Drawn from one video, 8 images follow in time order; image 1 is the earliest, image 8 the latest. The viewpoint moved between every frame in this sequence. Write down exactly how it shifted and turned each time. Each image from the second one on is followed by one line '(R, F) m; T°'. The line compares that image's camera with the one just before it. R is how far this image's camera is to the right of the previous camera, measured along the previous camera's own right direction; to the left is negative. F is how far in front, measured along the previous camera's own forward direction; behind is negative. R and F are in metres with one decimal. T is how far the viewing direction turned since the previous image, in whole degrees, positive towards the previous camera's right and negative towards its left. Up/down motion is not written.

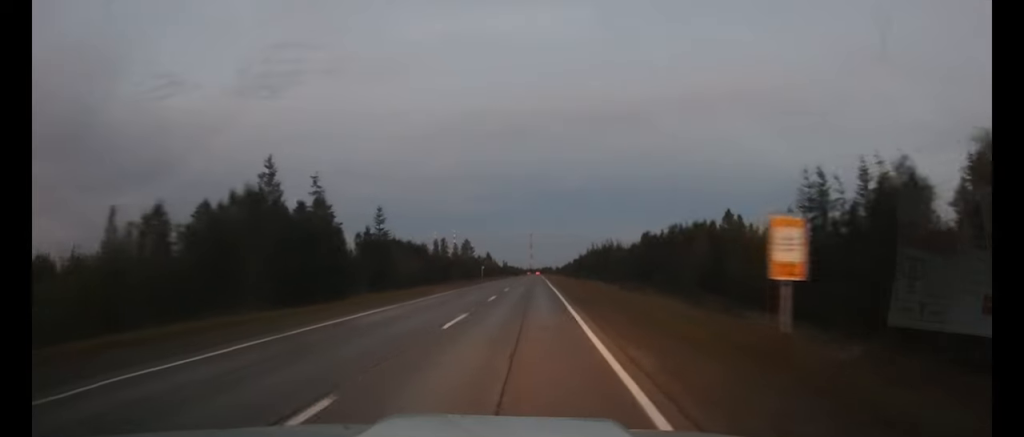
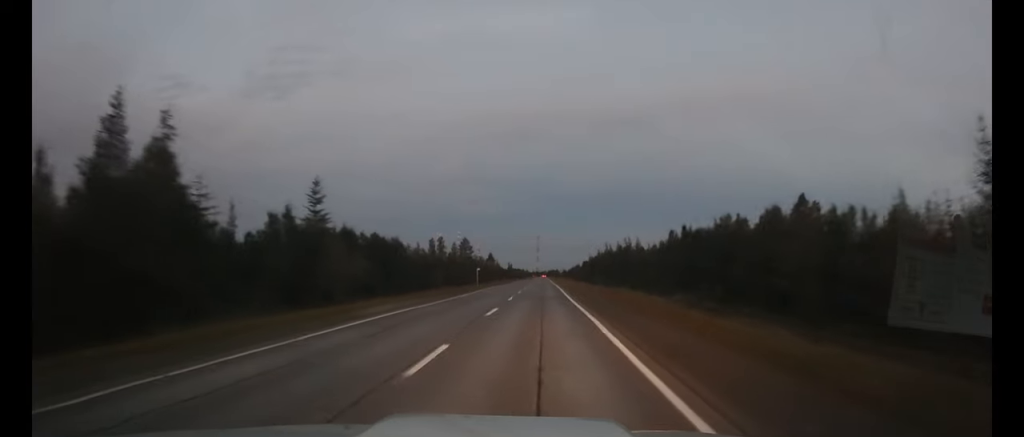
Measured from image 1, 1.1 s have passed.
(0.0, +19.1) m; 0°
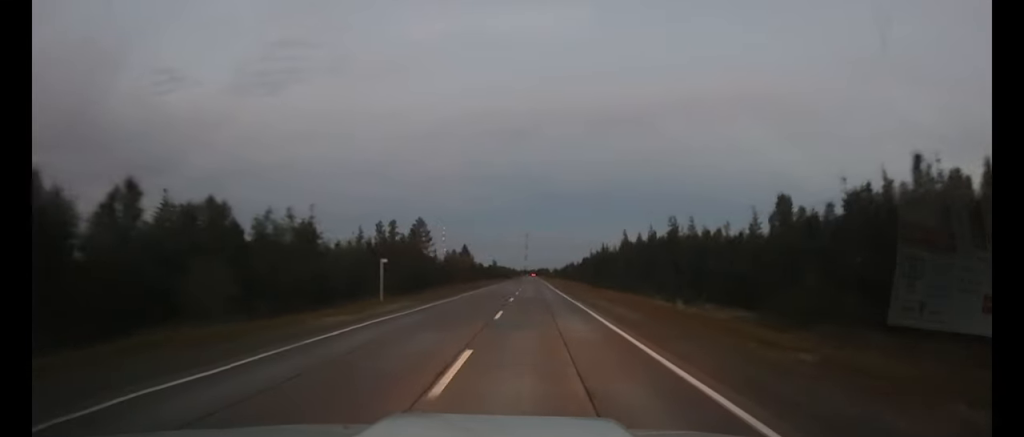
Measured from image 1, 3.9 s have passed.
(-0.1, +48.5) m; 0°
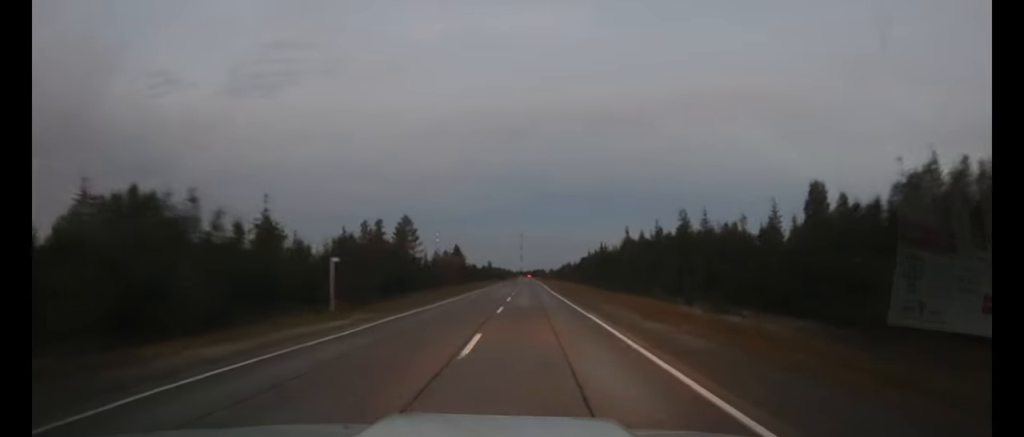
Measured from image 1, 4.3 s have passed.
(0.0, +7.7) m; 0°
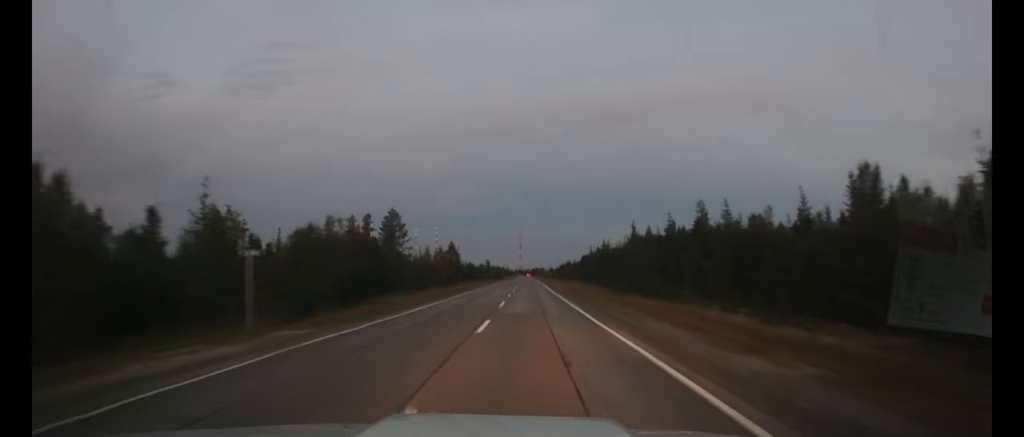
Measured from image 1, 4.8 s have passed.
(0.0, +7.8) m; 0°
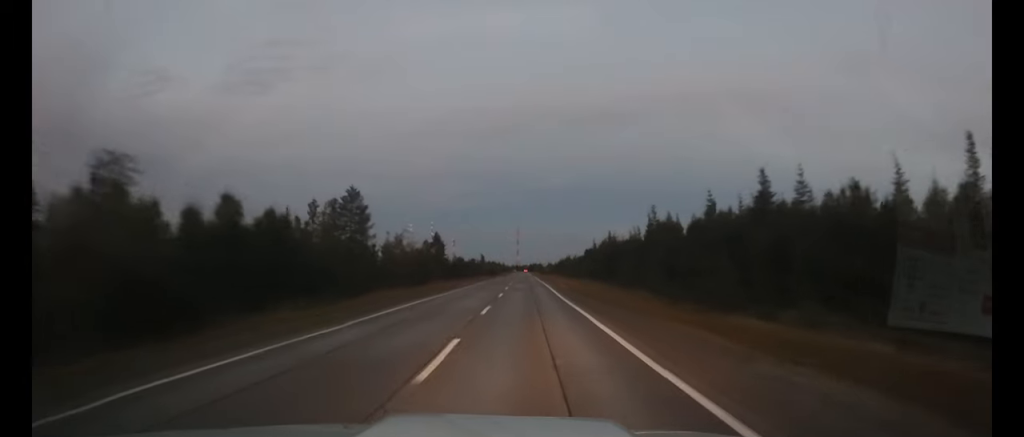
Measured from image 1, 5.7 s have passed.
(+0.1, +17.7) m; 0°
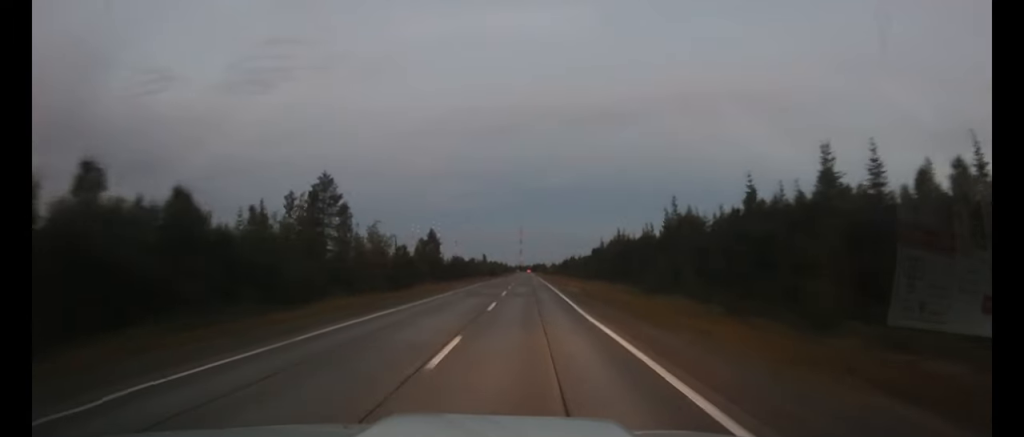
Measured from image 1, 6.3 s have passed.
(0.0, +10.0) m; 0°
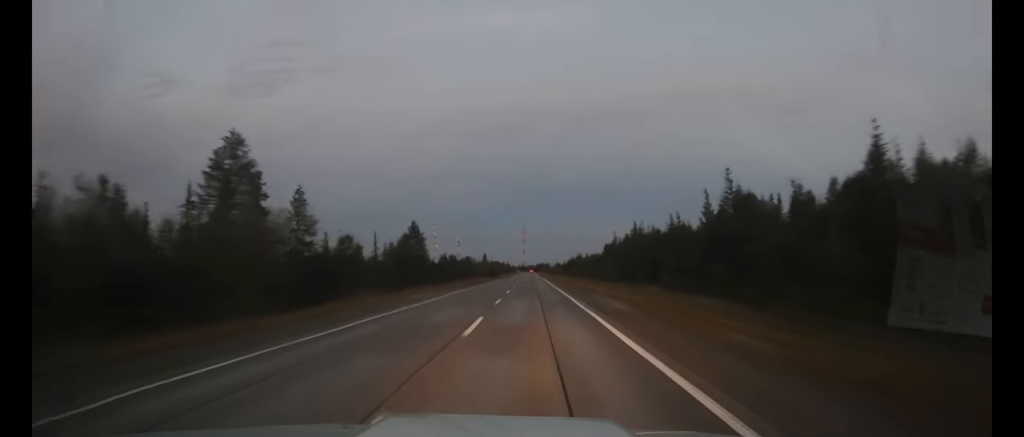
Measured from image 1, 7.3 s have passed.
(0.0, +19.2) m; 0°
